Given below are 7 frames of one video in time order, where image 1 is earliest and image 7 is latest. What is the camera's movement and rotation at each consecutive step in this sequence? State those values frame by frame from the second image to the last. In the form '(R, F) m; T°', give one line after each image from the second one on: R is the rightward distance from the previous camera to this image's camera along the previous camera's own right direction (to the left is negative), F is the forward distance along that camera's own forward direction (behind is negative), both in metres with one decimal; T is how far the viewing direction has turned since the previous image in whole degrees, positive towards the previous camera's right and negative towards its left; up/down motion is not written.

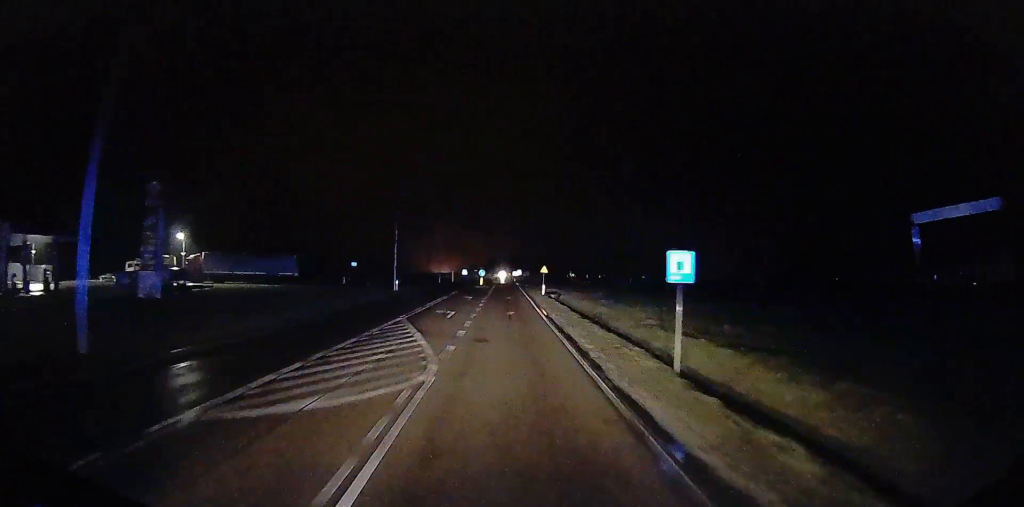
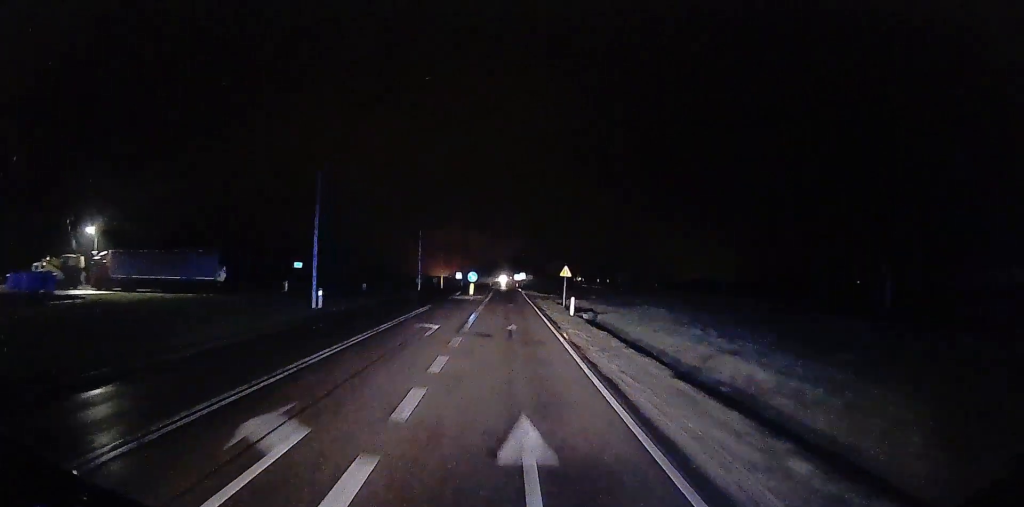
(-1.6, +21.4) m; -2°
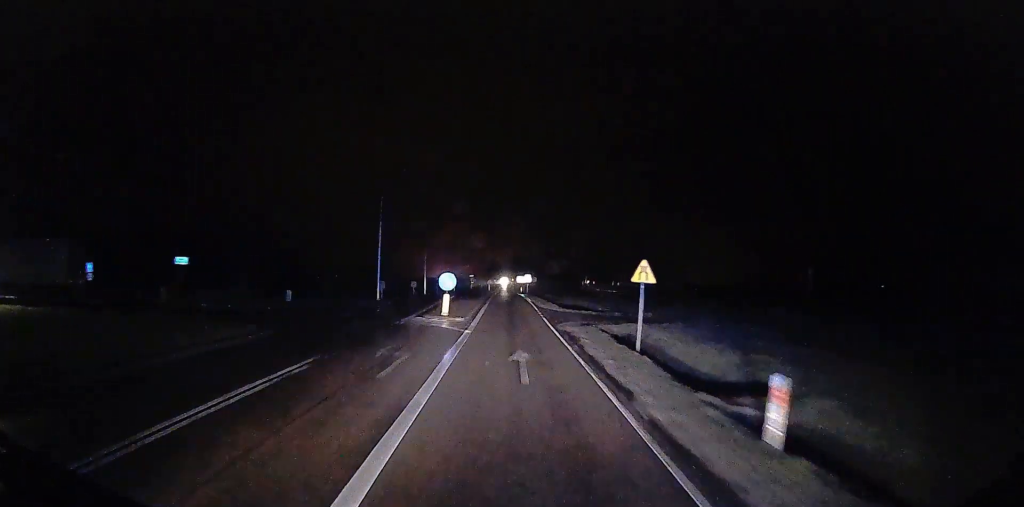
(+1.7, +22.6) m; +4°
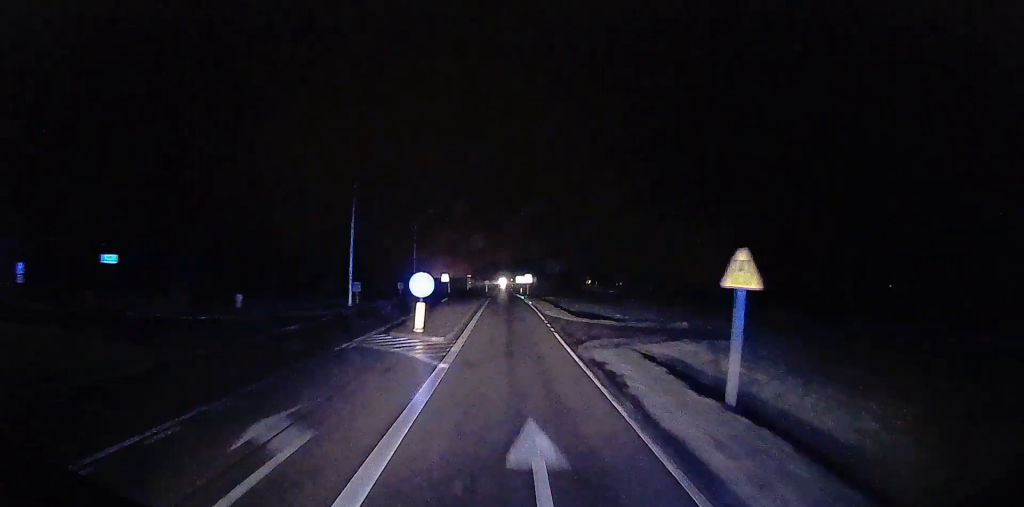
(-0.2, +7.7) m; 0°
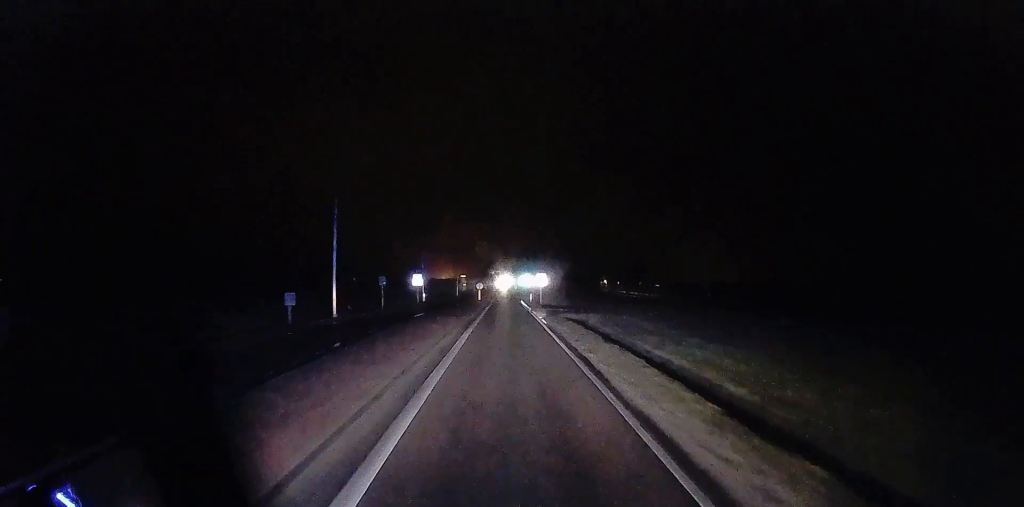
(0.0, +32.1) m; -1°
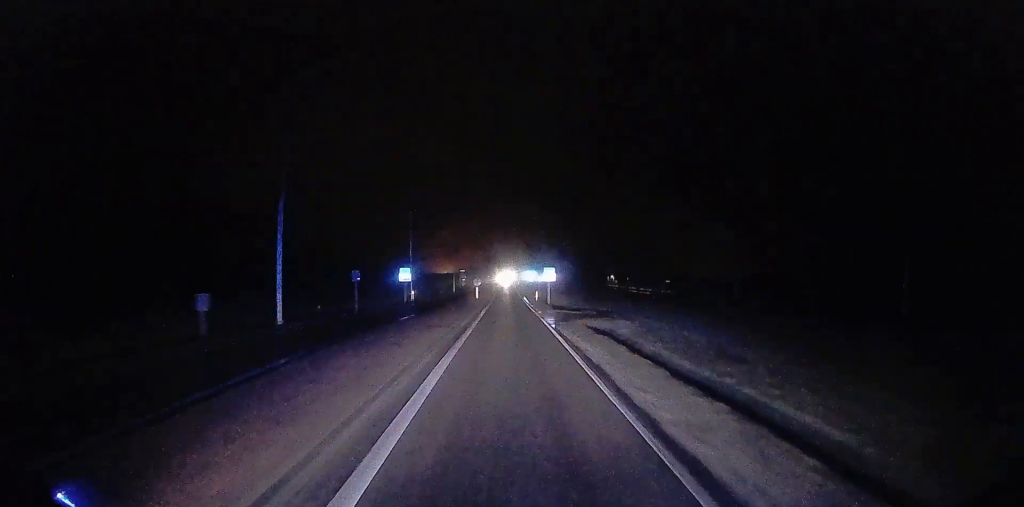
(0.0, +9.2) m; -1°
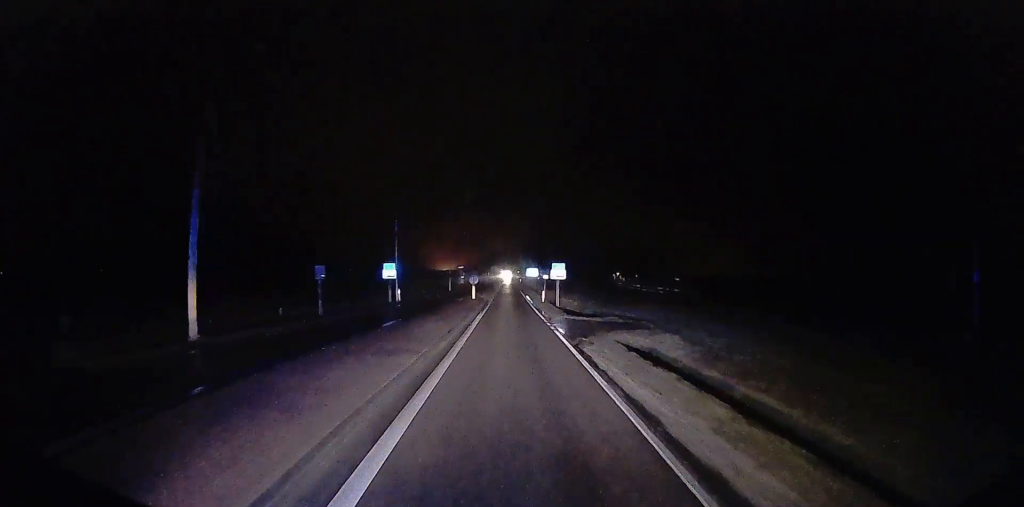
(+0.1, +8.1) m; -1°
